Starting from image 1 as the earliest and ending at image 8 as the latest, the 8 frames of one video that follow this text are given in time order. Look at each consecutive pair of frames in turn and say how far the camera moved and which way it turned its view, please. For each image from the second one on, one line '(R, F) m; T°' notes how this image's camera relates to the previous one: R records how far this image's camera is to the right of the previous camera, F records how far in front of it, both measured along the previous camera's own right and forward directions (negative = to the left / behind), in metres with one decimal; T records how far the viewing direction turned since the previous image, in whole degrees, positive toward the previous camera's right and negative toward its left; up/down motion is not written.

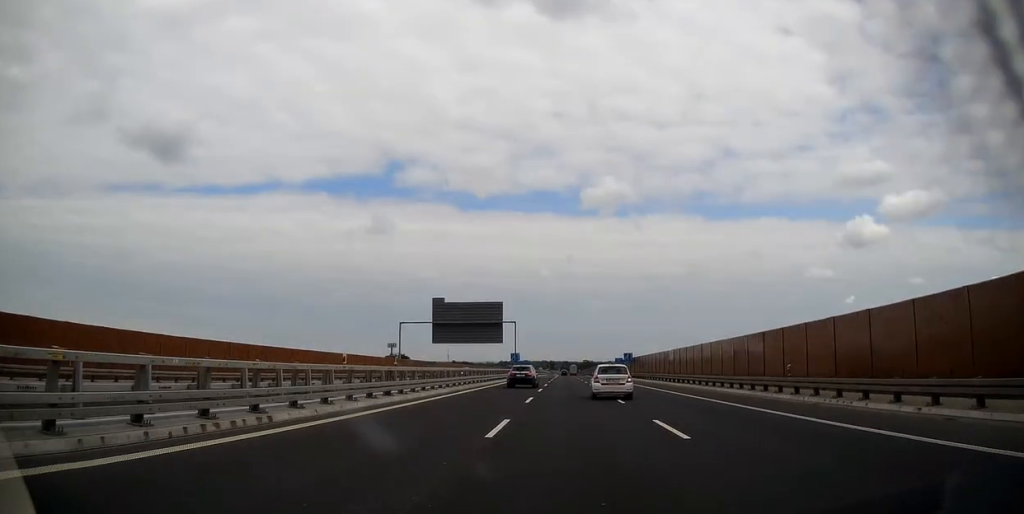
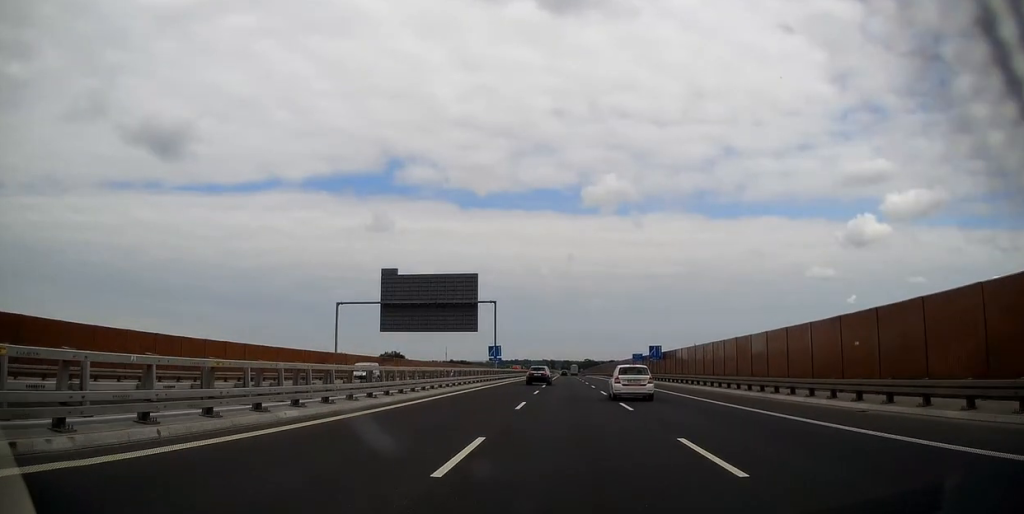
(0.0, +27.9) m; 0°
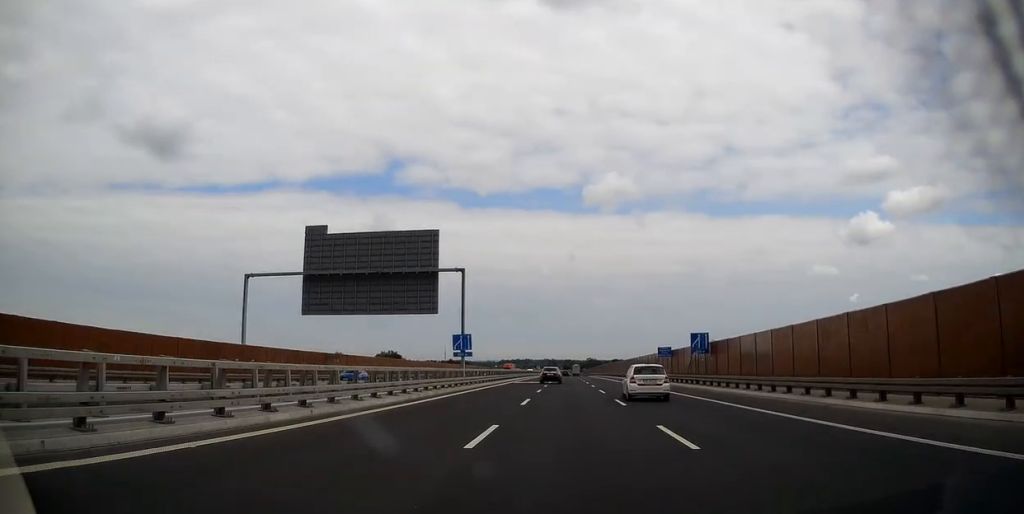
(0.0, +21.6) m; 0°
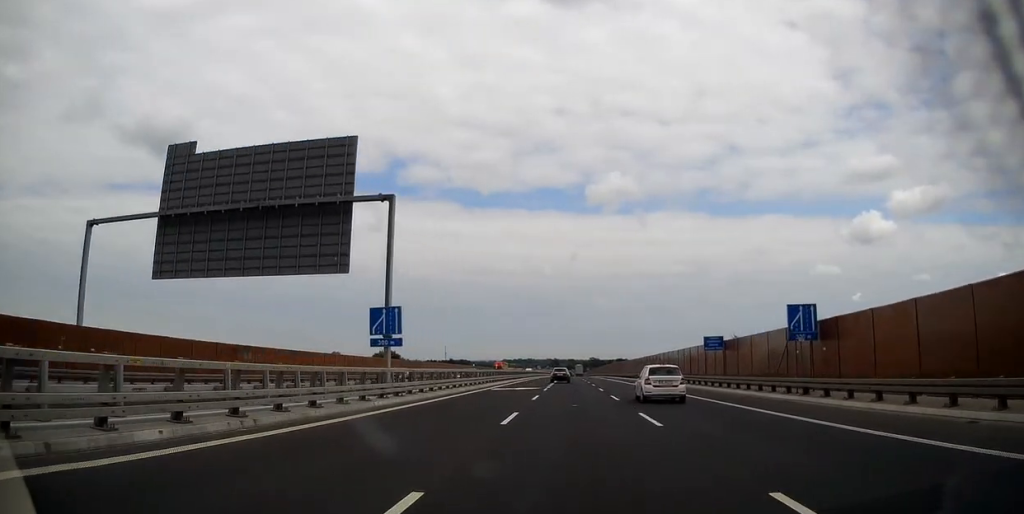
(0.0, +19.7) m; 0°
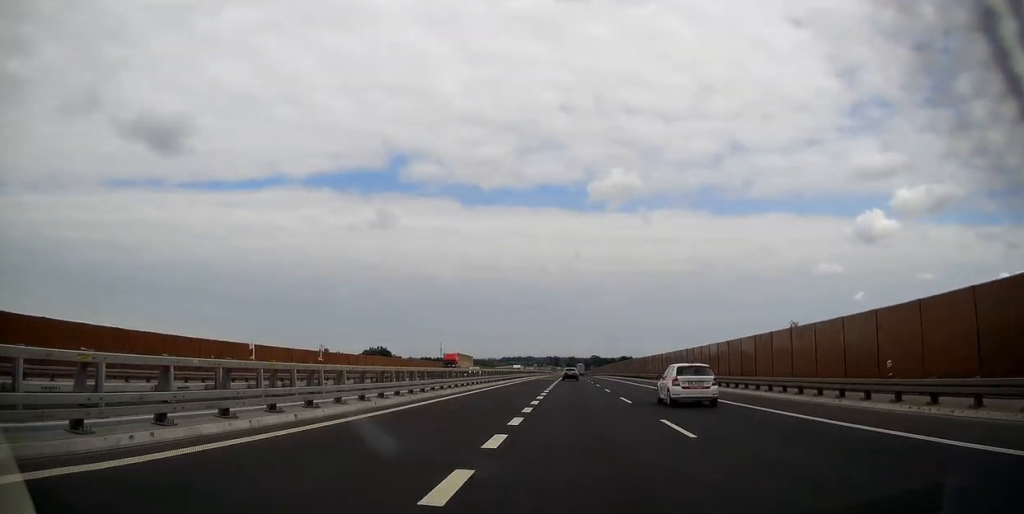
(0.0, +38.8) m; 0°
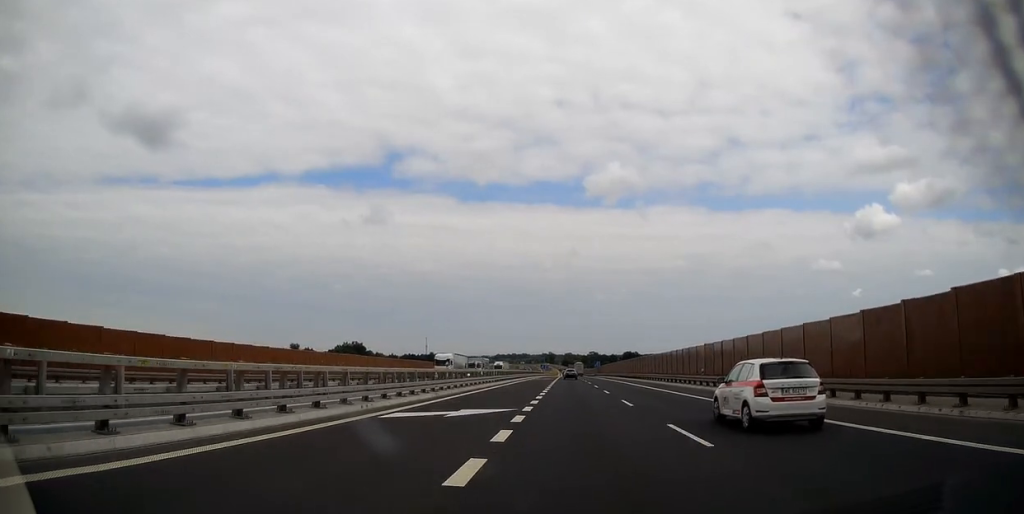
(-0.4, +73.5) m; 0°
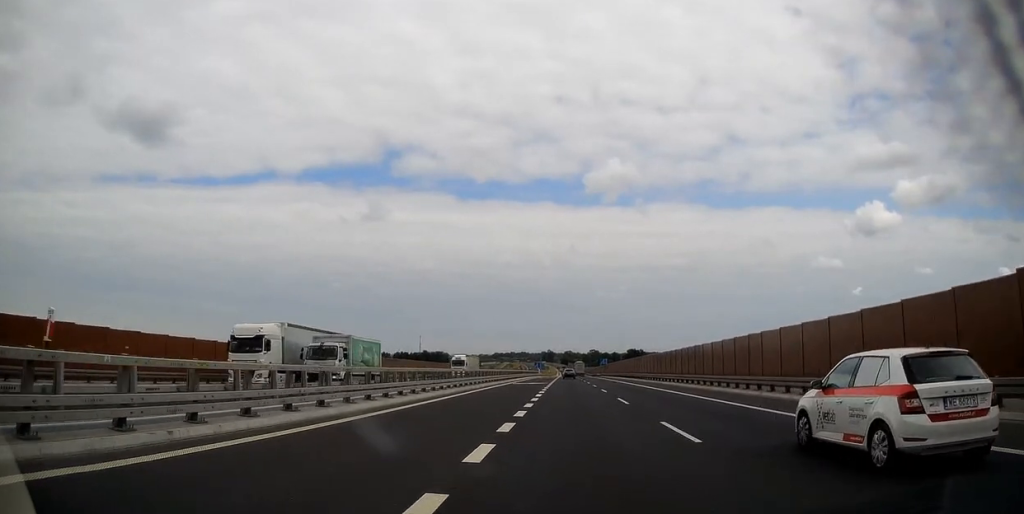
(+0.3, +35.4) m; 0°
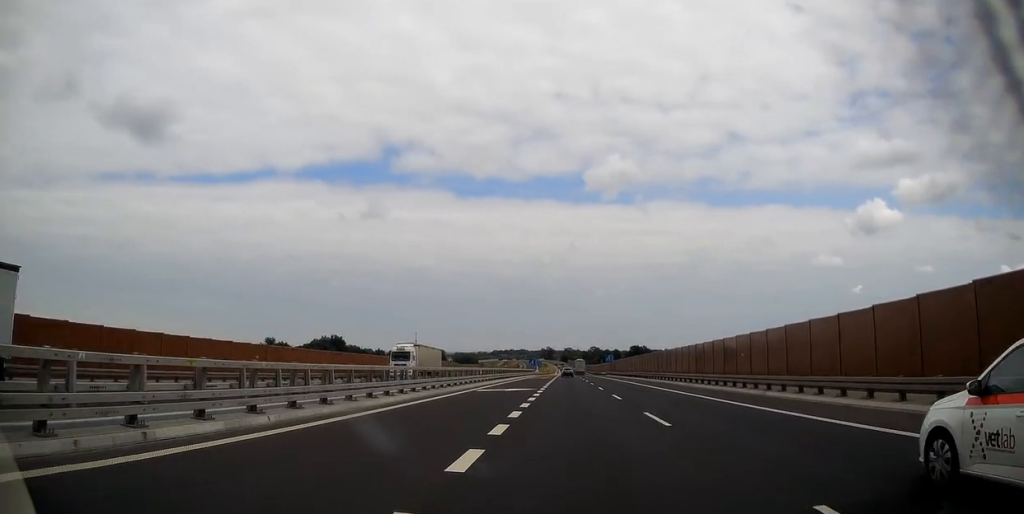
(0.0, +21.5) m; 0°
